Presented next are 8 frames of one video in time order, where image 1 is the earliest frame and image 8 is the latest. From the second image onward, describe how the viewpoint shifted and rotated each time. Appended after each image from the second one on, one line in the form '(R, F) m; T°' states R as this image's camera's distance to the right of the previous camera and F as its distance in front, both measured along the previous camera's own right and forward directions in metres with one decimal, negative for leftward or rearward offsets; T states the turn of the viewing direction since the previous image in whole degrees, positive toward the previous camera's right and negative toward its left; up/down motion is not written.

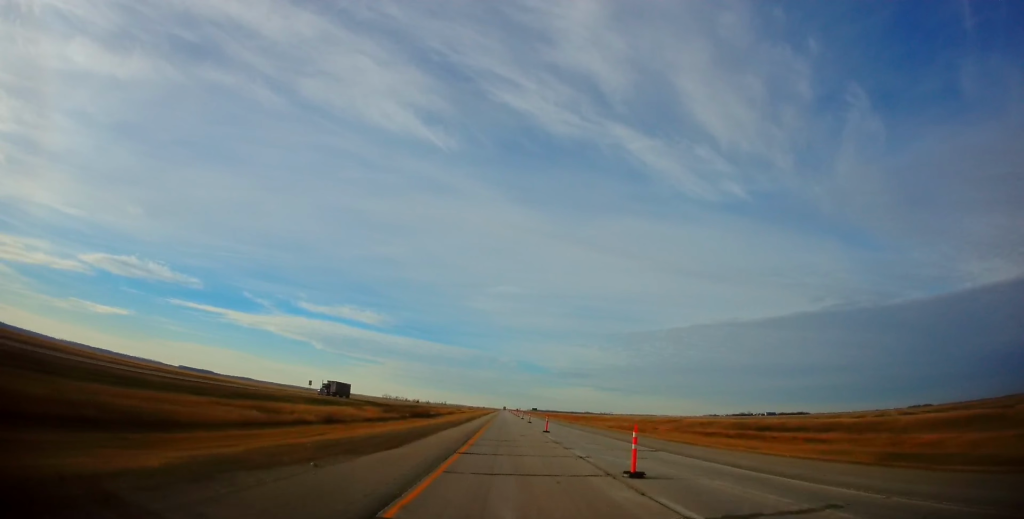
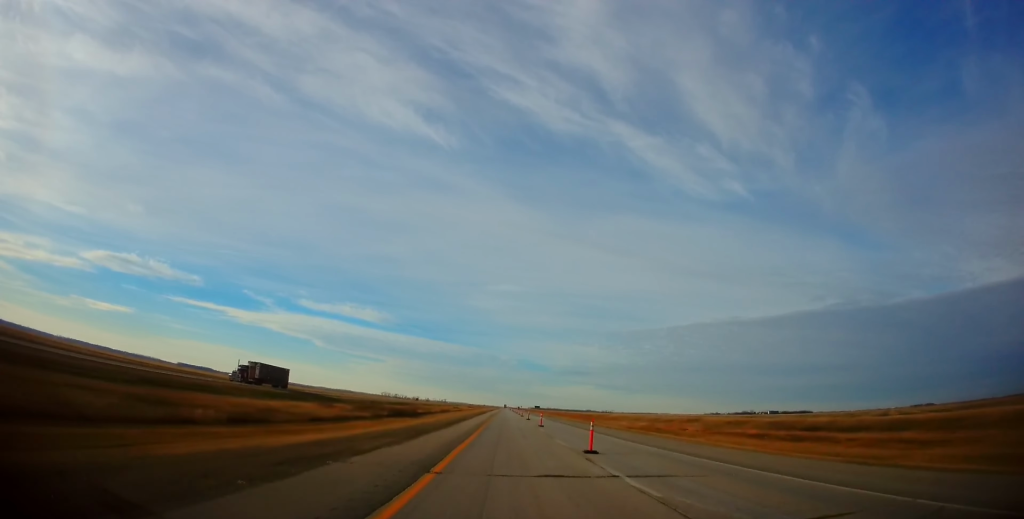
(+0.1, +19.0) m; 0°
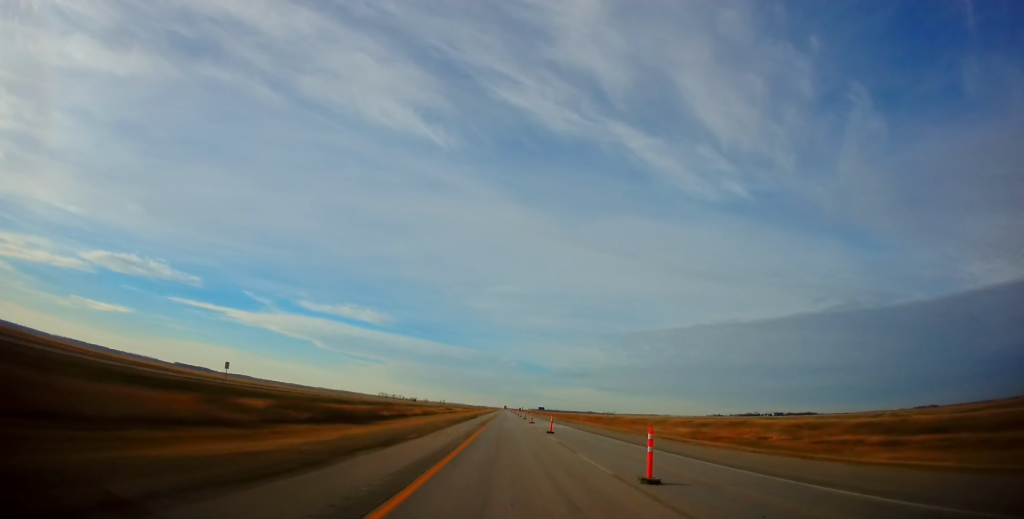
(0.0, +32.8) m; 0°
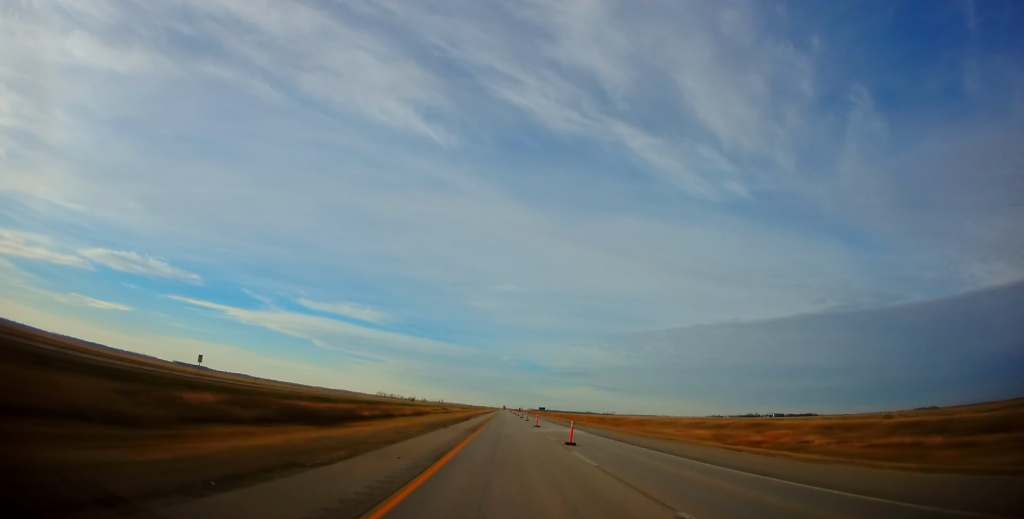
(-0.1, +10.6) m; 0°
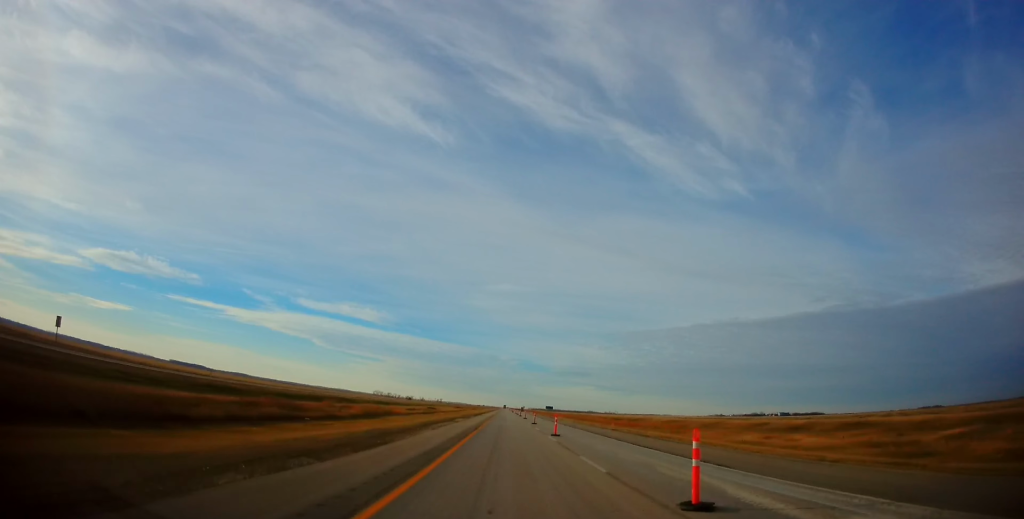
(+0.5, +39.0) m; 0°
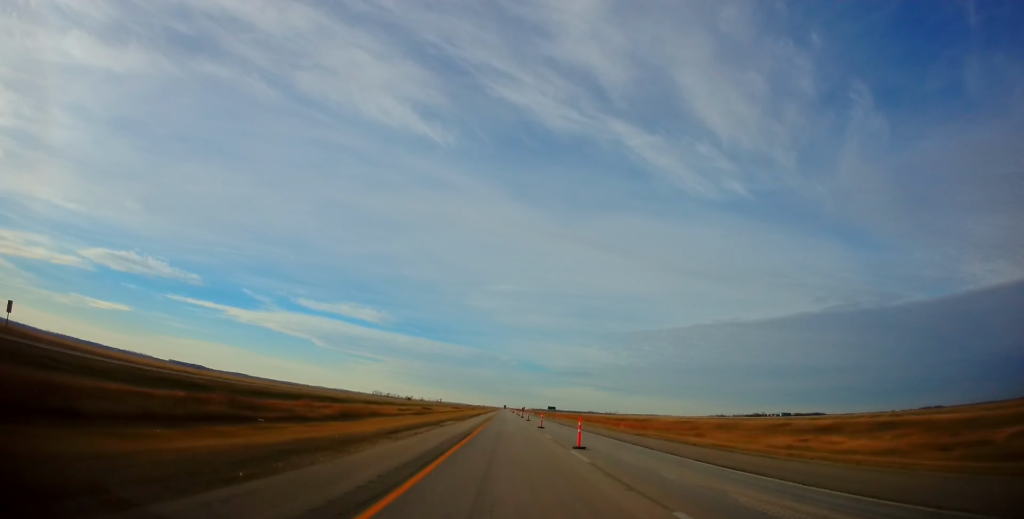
(-0.1, +9.5) m; -1°
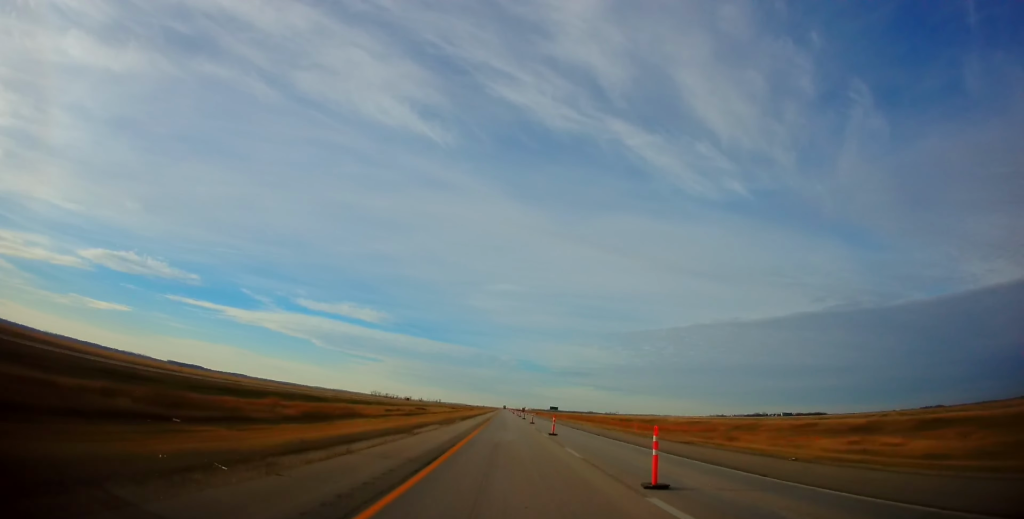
(-0.4, +10.8) m; -1°
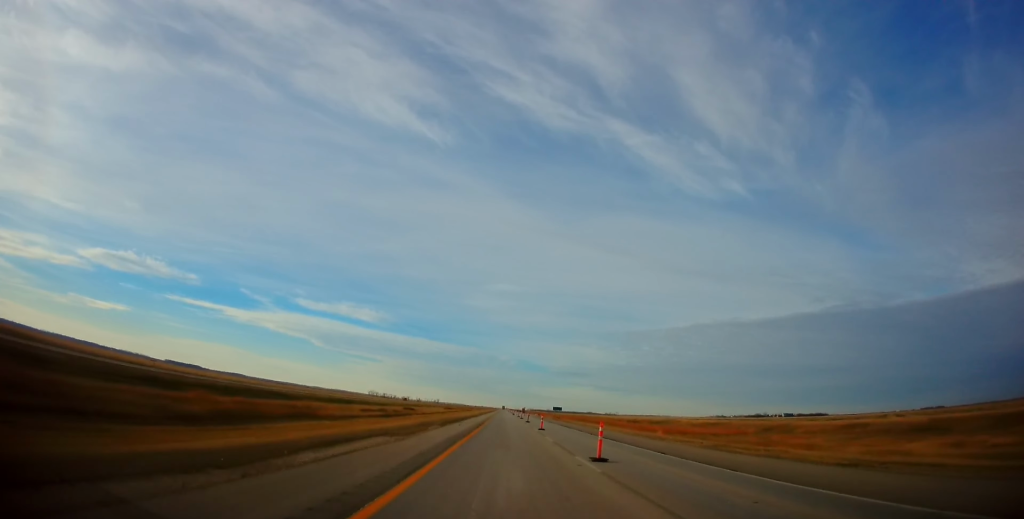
(+0.3, +15.8) m; +1°
